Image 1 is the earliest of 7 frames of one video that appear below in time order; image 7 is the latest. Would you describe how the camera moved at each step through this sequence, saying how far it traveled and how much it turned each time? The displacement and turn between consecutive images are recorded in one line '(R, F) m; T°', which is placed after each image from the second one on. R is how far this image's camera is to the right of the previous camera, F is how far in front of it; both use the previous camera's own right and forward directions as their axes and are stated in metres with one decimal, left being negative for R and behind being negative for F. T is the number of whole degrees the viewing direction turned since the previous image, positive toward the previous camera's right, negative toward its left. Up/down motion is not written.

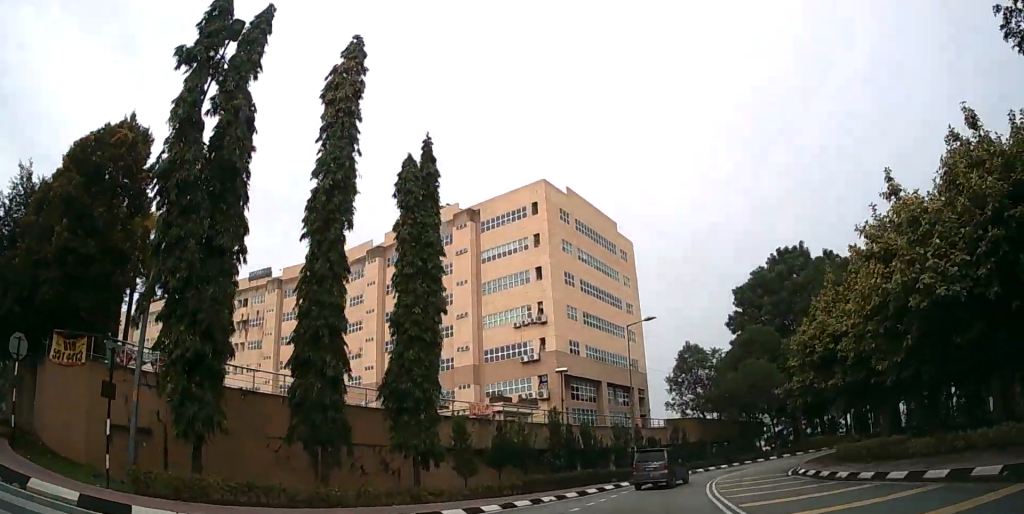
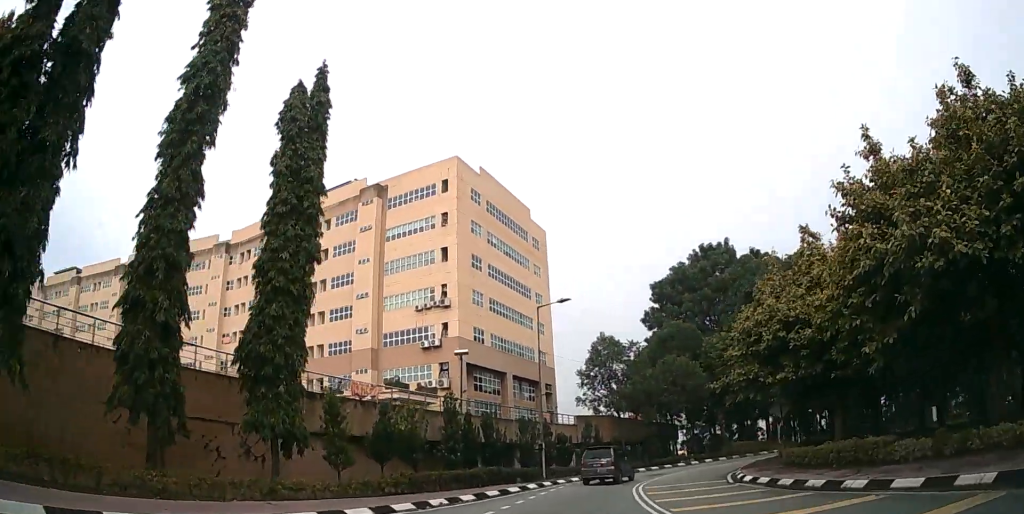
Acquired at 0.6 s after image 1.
(+0.3, +4.0) m; +8°
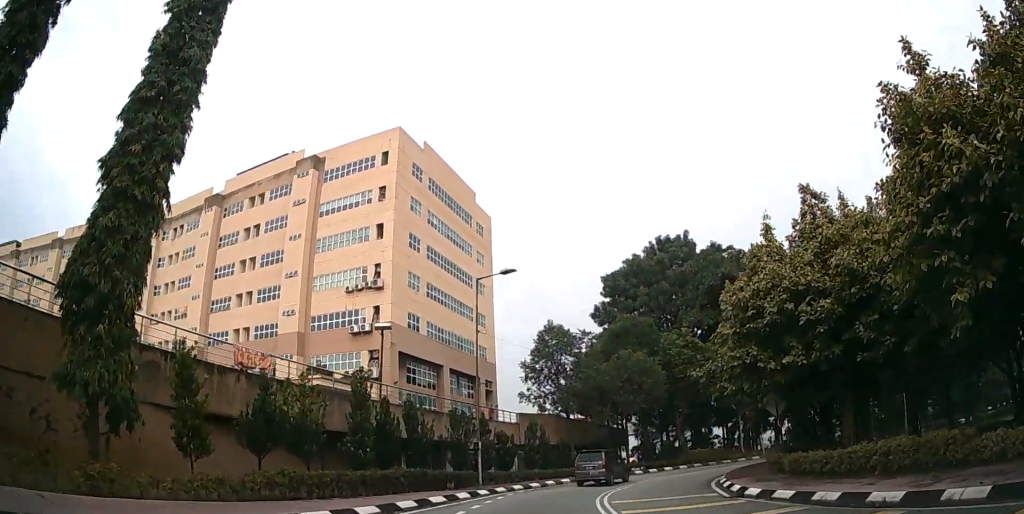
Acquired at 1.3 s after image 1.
(+0.4, +5.2) m; +5°
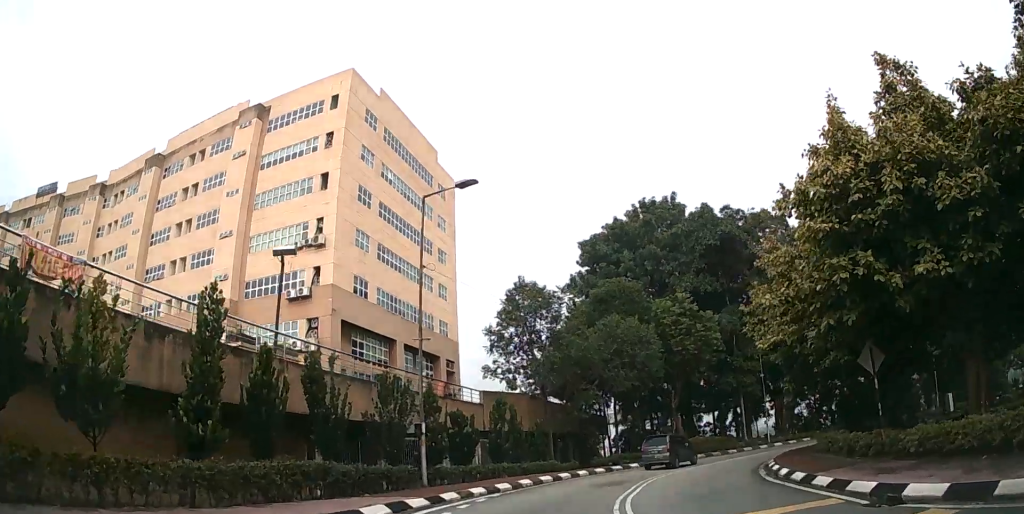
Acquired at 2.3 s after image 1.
(+0.2, +8.0) m; +4°
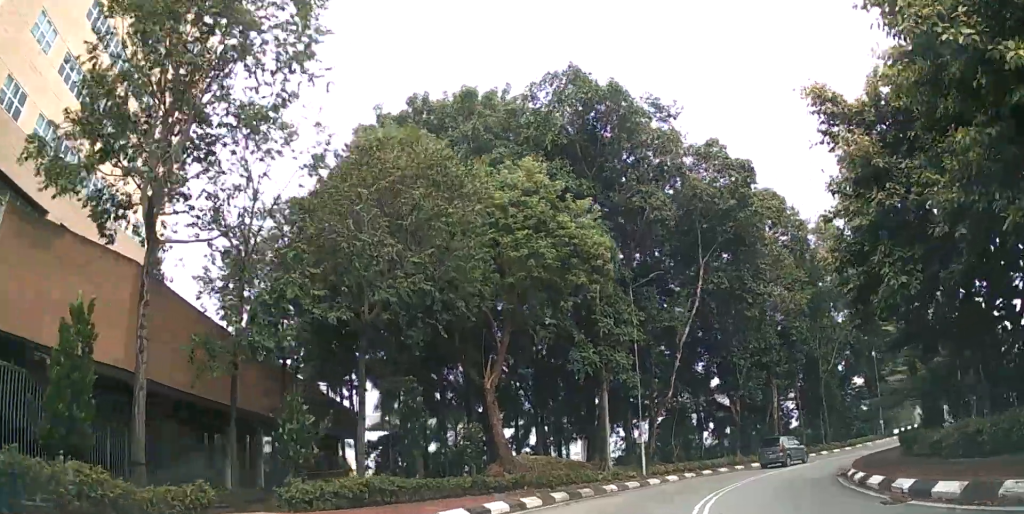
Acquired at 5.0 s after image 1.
(+4.8, +21.6) m; +29°
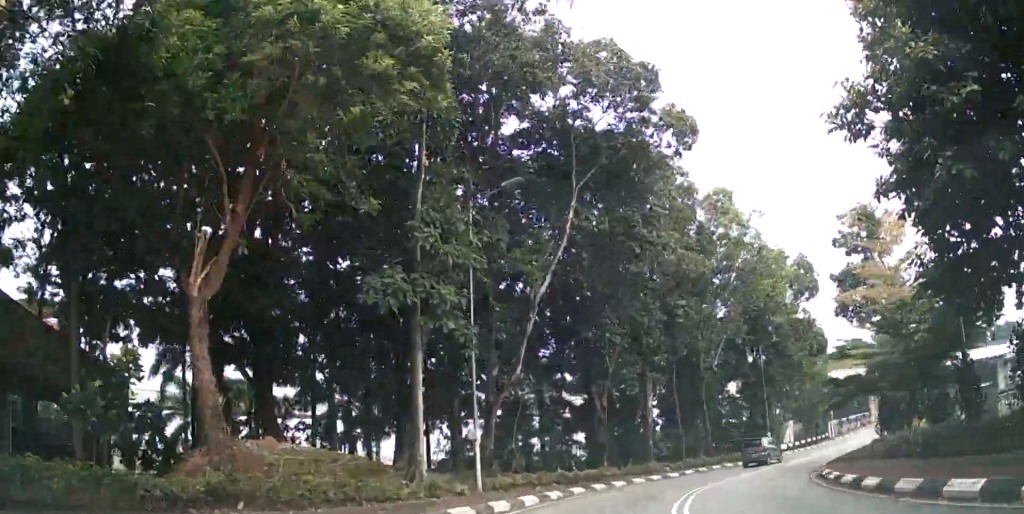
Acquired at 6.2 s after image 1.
(+1.5, +10.3) m; +9°
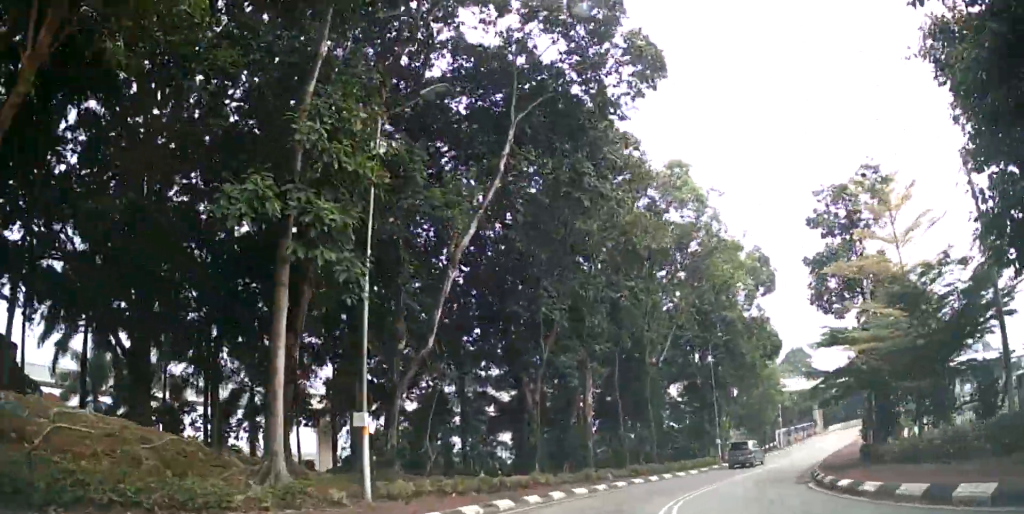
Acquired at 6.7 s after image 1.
(0.0, +5.0) m; +3°
